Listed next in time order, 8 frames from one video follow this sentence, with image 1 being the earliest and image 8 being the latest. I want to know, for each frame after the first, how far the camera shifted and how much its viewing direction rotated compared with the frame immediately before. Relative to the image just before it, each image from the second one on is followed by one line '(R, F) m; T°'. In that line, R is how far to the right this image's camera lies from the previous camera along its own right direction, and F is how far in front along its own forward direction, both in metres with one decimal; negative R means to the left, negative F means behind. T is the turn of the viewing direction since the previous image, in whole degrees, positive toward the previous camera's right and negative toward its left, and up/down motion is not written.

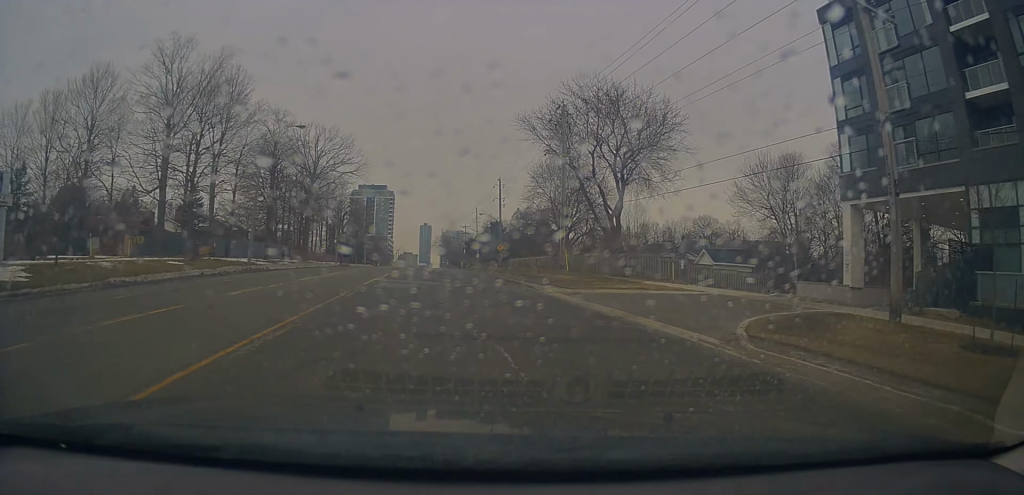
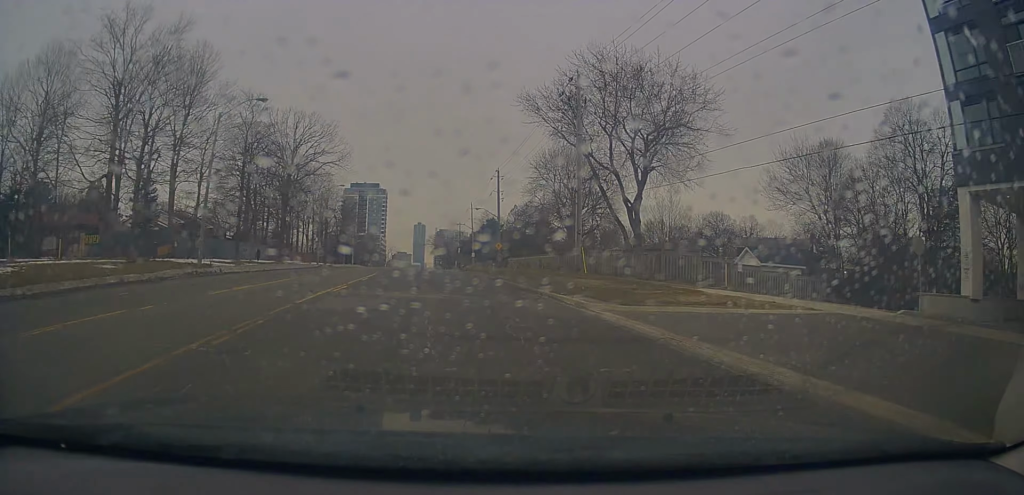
(0.0, +8.2) m; 0°
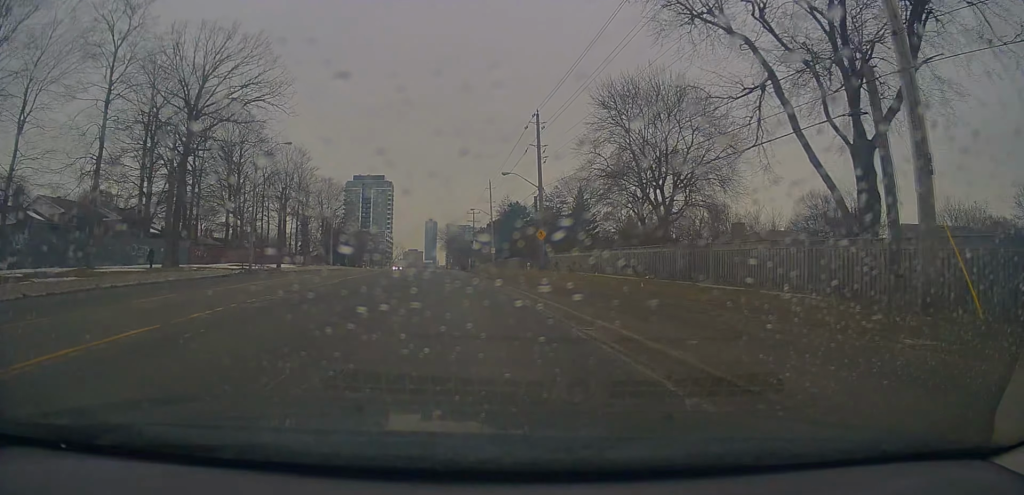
(+0.2, +30.7) m; +2°
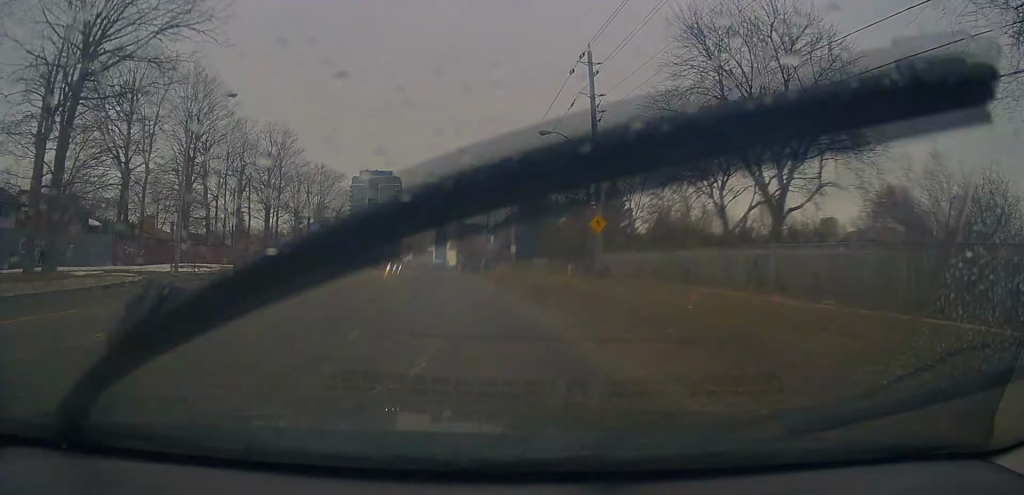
(+0.1, +16.2) m; -1°
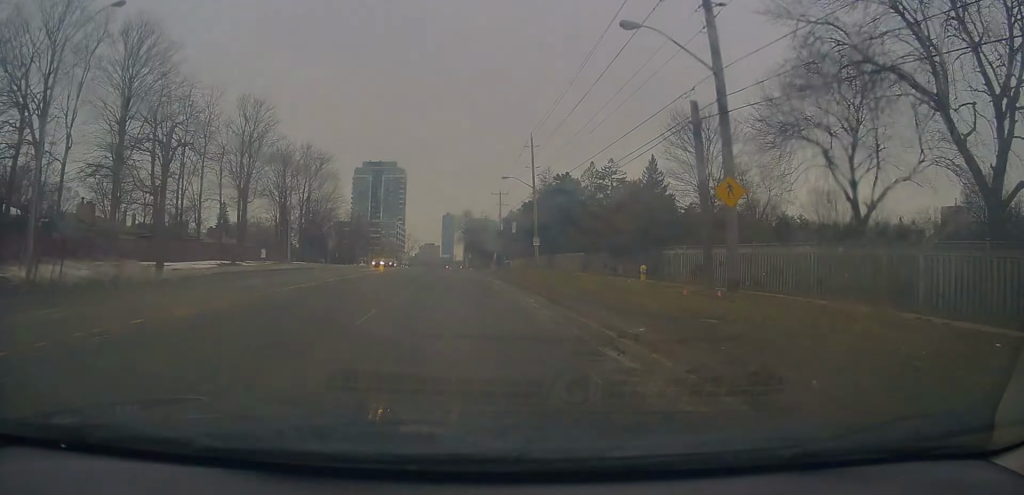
(-0.3, +15.0) m; -1°
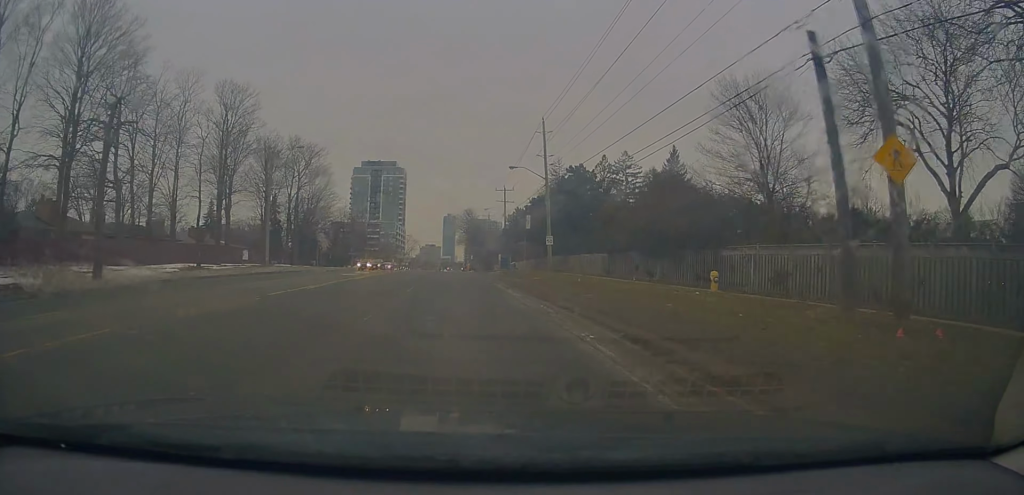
(-0.1, +6.9) m; 0°
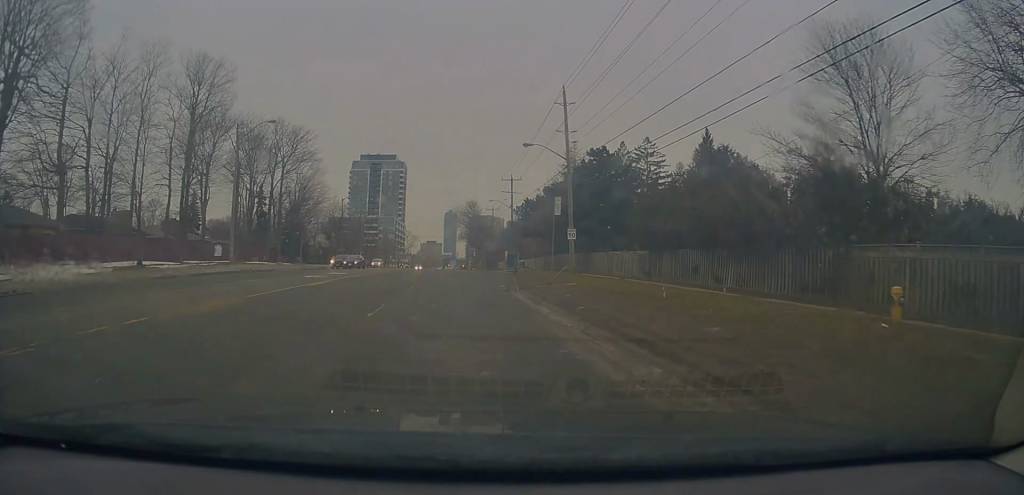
(0.0, +8.8) m; 0°
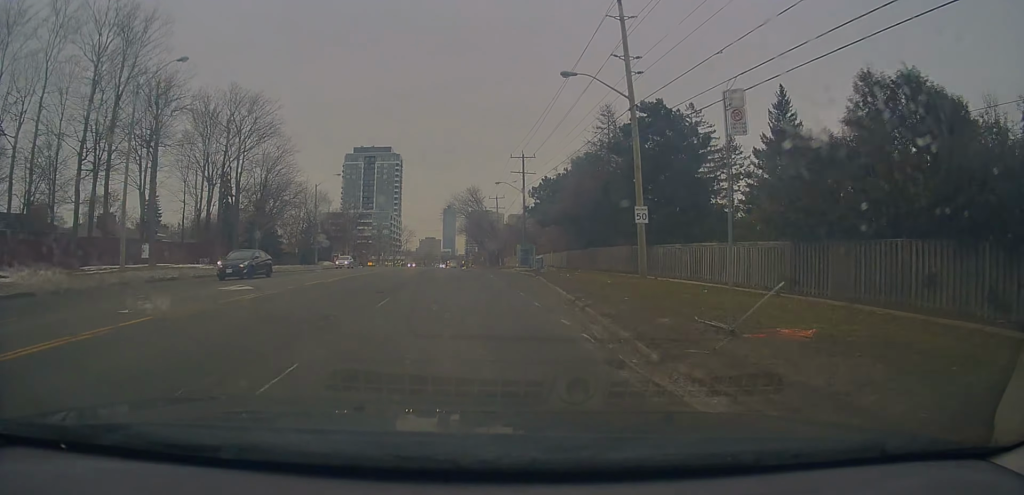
(+0.1, +15.4) m; 0°
